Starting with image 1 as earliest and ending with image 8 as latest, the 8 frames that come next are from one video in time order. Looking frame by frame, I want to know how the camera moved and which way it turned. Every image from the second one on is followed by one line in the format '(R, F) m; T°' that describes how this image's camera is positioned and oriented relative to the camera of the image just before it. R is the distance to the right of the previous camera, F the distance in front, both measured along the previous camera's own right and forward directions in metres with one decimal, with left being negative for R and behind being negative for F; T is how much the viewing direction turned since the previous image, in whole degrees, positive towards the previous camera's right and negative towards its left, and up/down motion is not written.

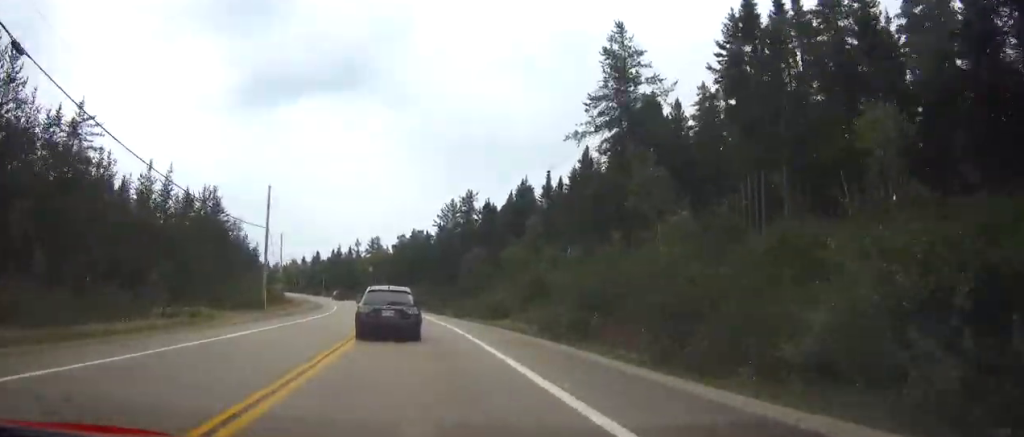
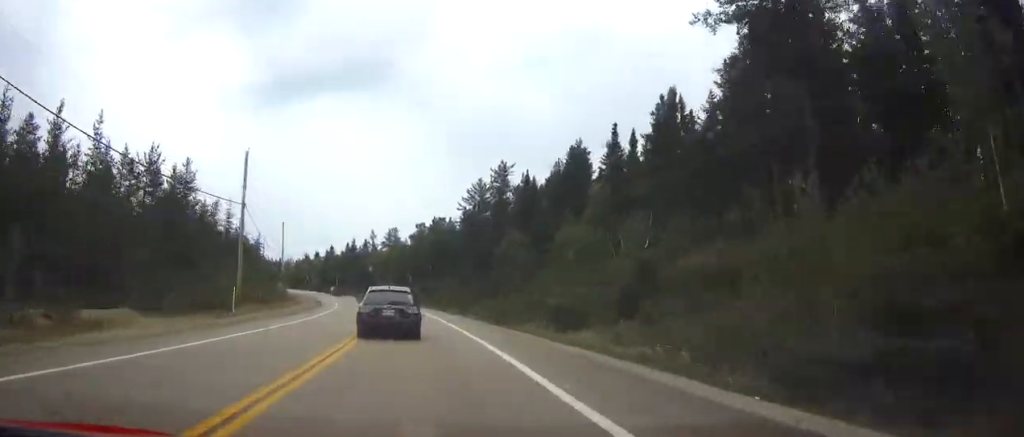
(-0.2, +16.0) m; -3°
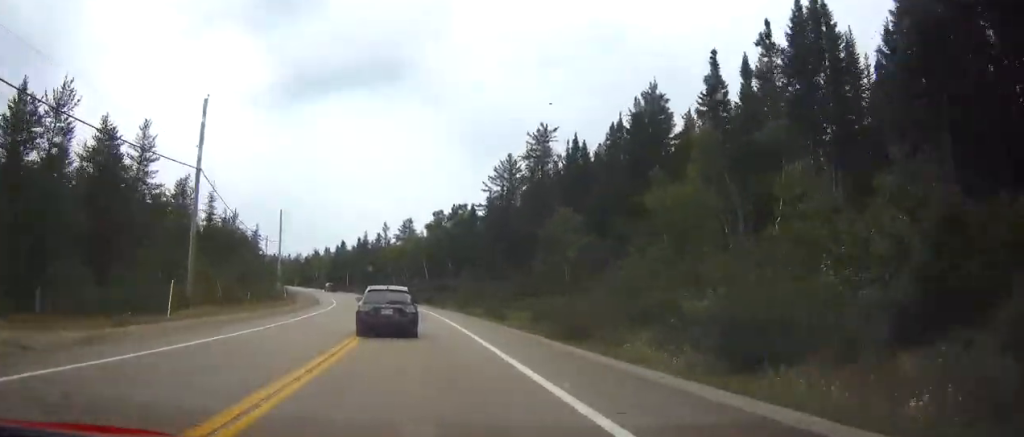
(-0.5, +14.4) m; -2°
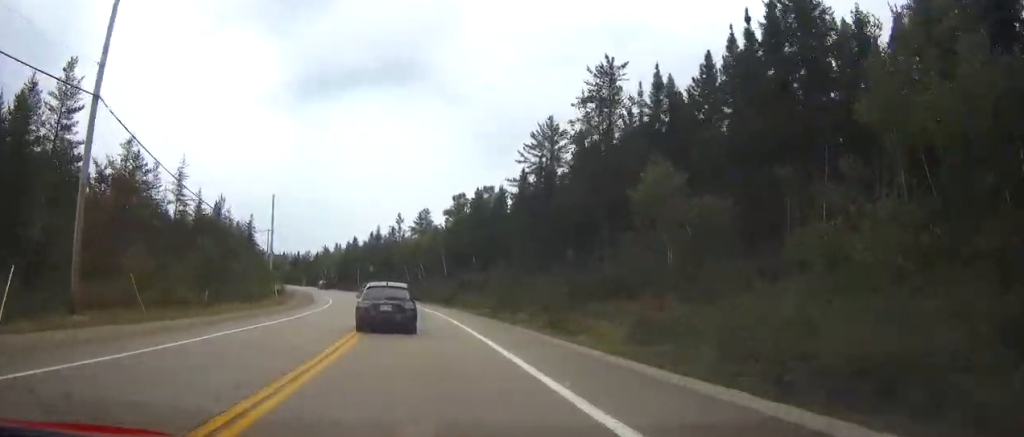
(-0.2, +15.3) m; -2°
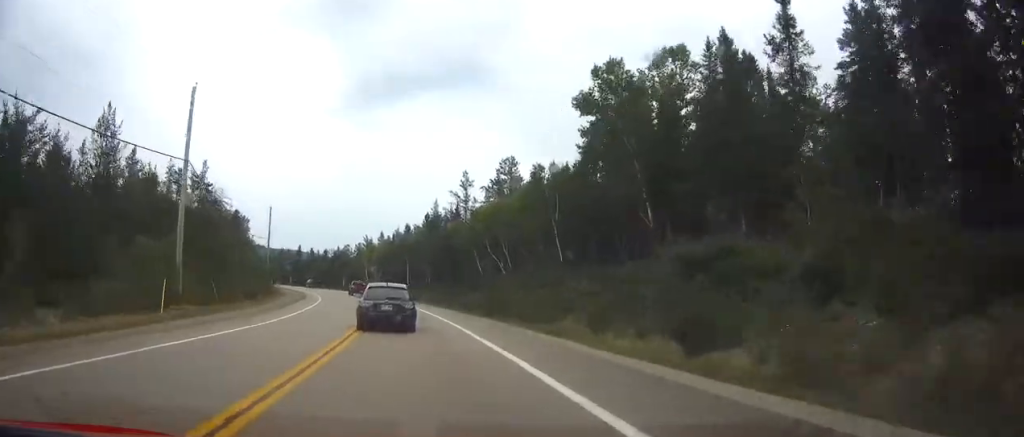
(-1.9, +46.2) m; -5°
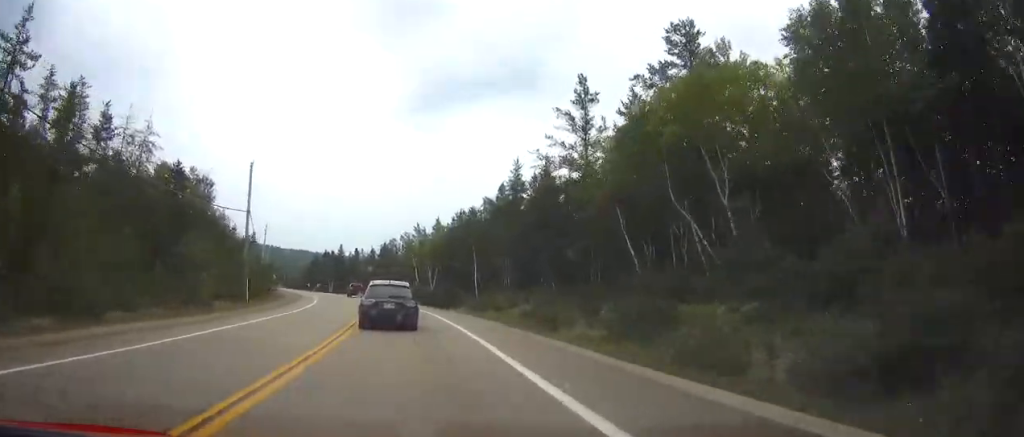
(-1.9, +37.1) m; -5°
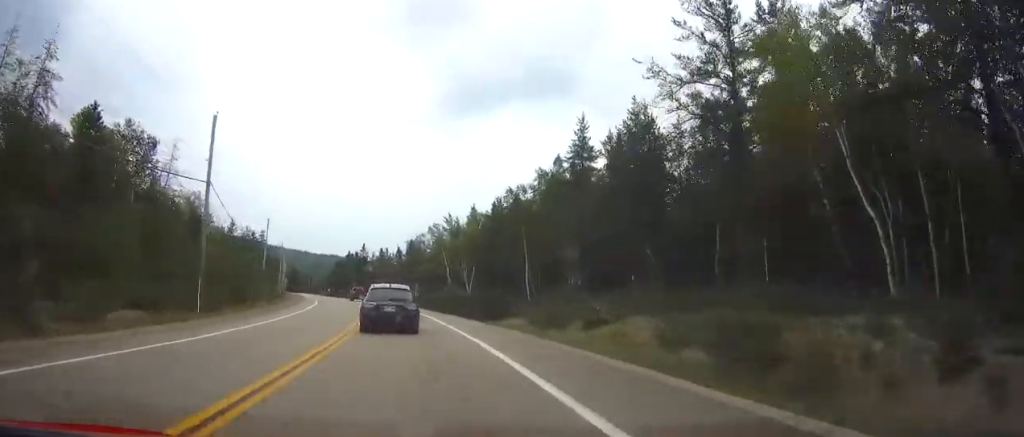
(-0.2, +18.2) m; -3°
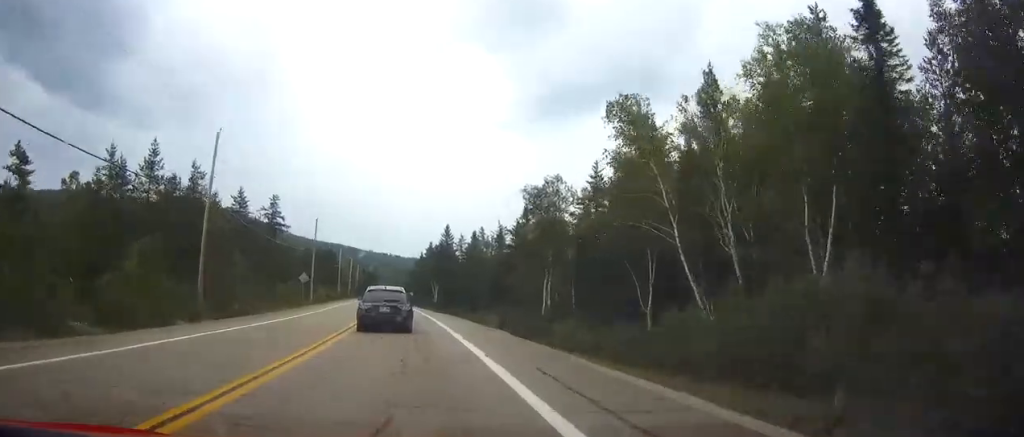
(-3.6, +54.4) m; -7°
